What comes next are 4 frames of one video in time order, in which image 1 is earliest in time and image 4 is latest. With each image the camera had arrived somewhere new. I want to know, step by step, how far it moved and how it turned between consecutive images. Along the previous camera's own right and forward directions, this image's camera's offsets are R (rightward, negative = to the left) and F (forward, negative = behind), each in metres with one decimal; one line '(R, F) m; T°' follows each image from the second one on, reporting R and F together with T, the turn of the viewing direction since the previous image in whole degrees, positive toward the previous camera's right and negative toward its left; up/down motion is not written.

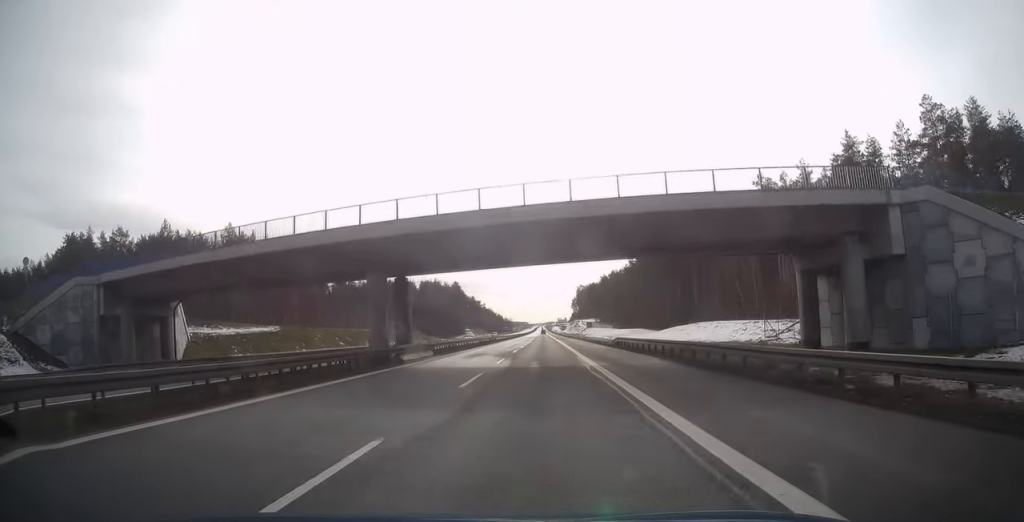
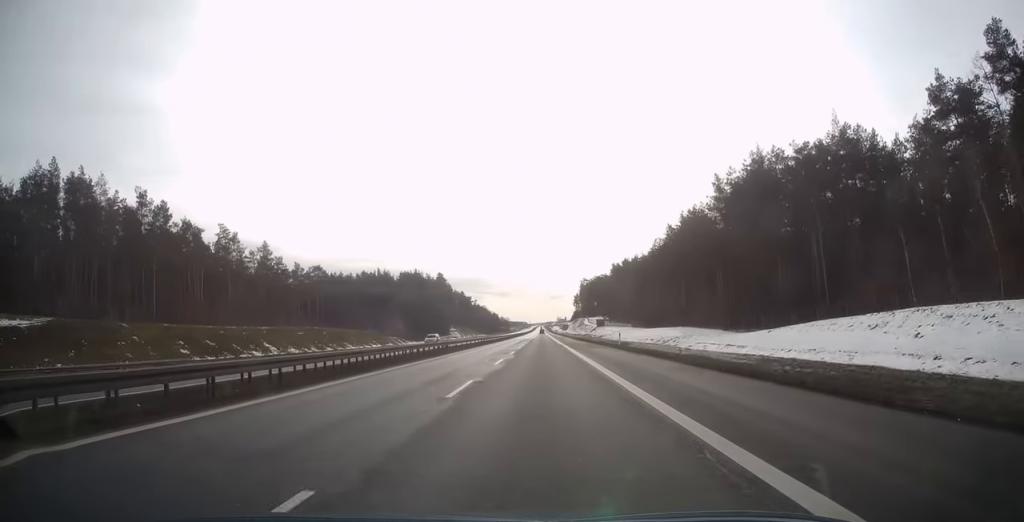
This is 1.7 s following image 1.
(+0.1, +51.2) m; 0°
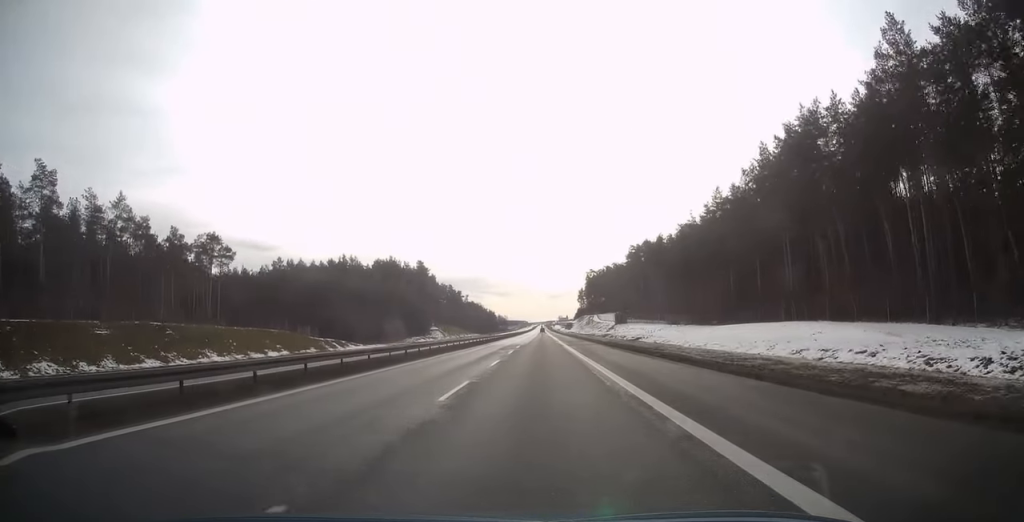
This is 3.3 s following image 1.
(-0.3, +49.1) m; 0°
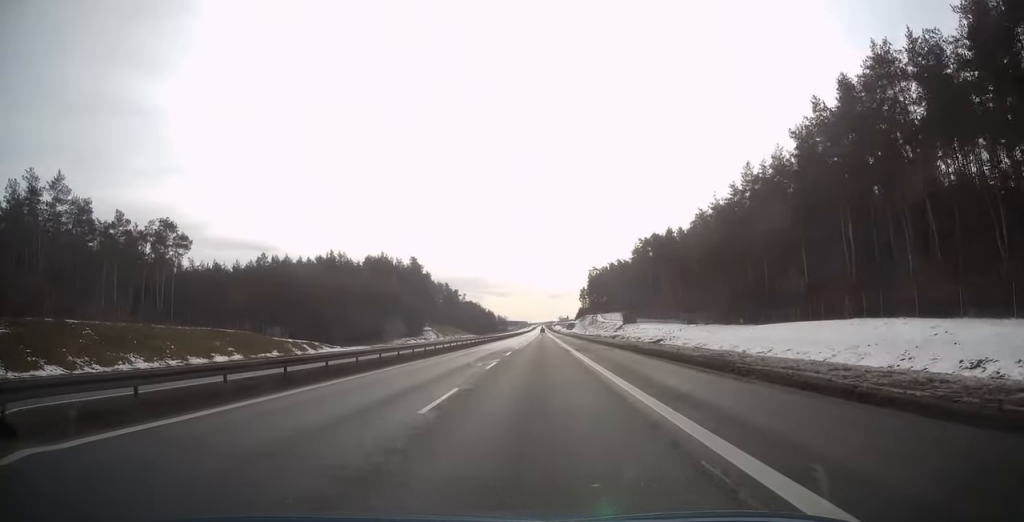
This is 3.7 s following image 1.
(0.0, +13.8) m; 0°
